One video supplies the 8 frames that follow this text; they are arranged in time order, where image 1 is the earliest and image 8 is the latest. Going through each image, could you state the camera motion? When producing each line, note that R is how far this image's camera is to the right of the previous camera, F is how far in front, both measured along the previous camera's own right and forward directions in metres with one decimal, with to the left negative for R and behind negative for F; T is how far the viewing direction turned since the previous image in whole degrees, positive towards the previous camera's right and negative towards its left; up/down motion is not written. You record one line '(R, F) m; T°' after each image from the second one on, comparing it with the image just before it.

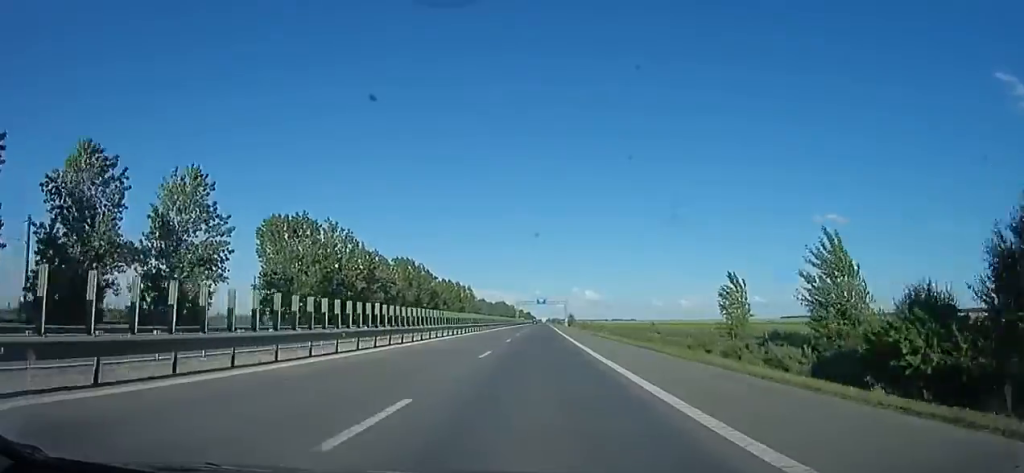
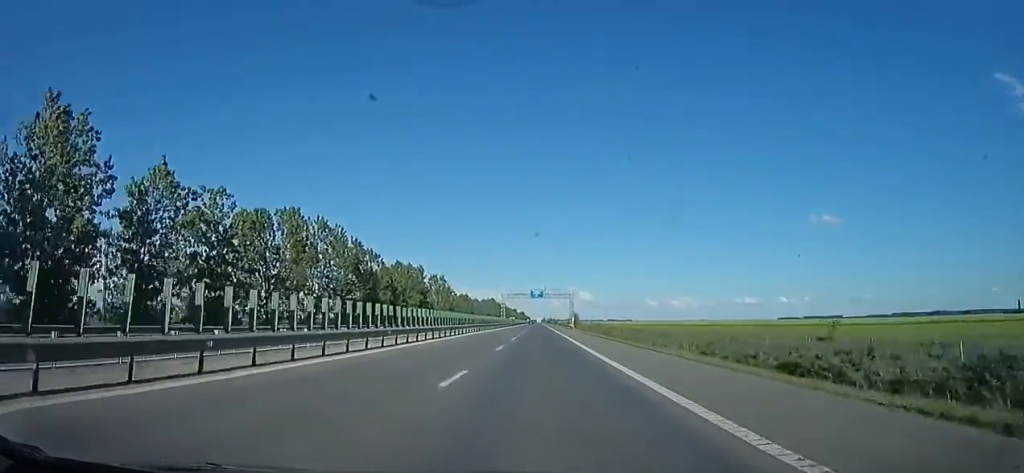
(0.0, +43.2) m; +1°
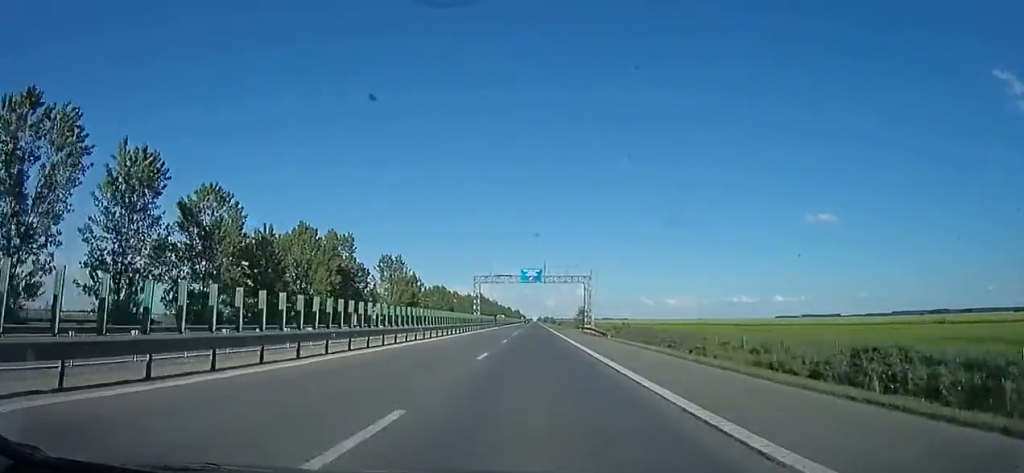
(+1.3, +41.4) m; +1°
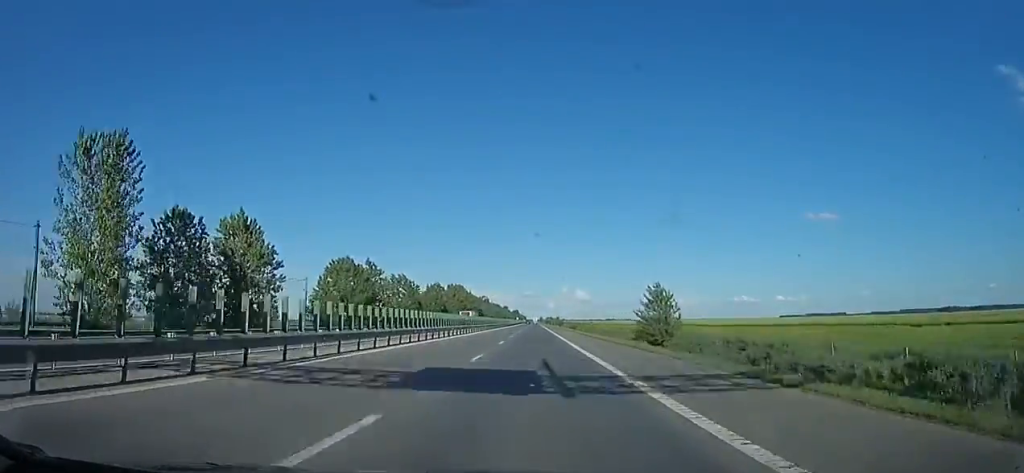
(+0.1, +72.5) m; 0°
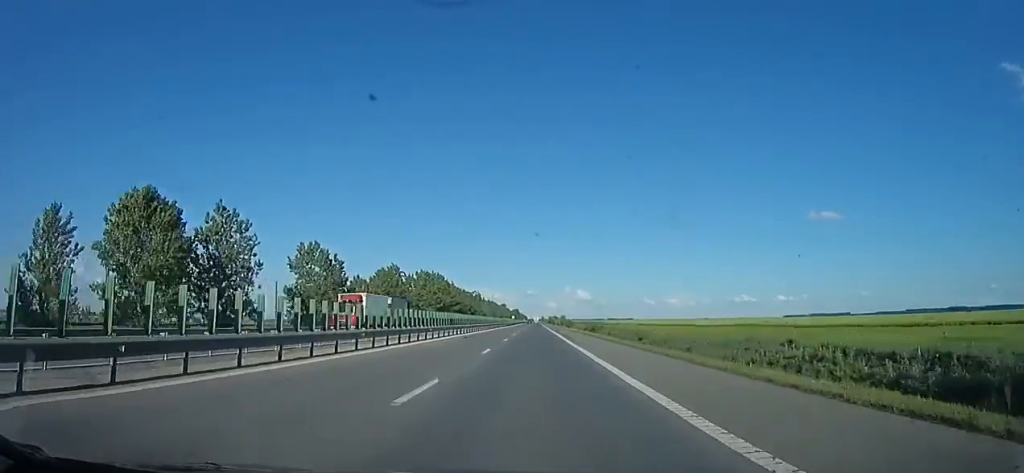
(-1.2, +44.1) m; -2°
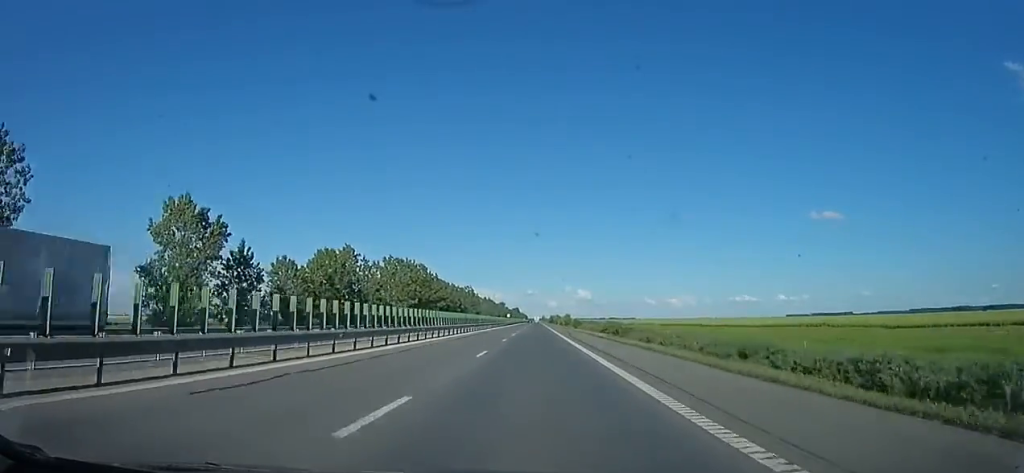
(+0.1, +26.0) m; +2°
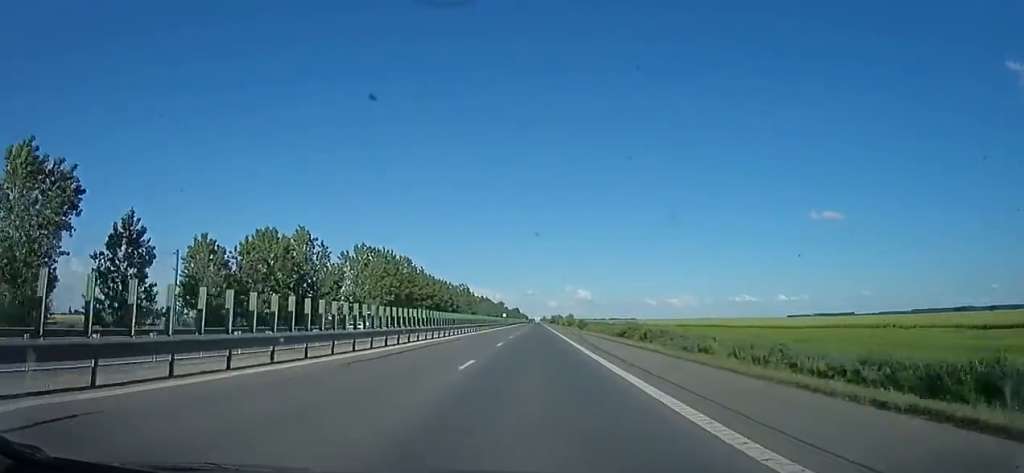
(+0.1, +16.0) m; +1°
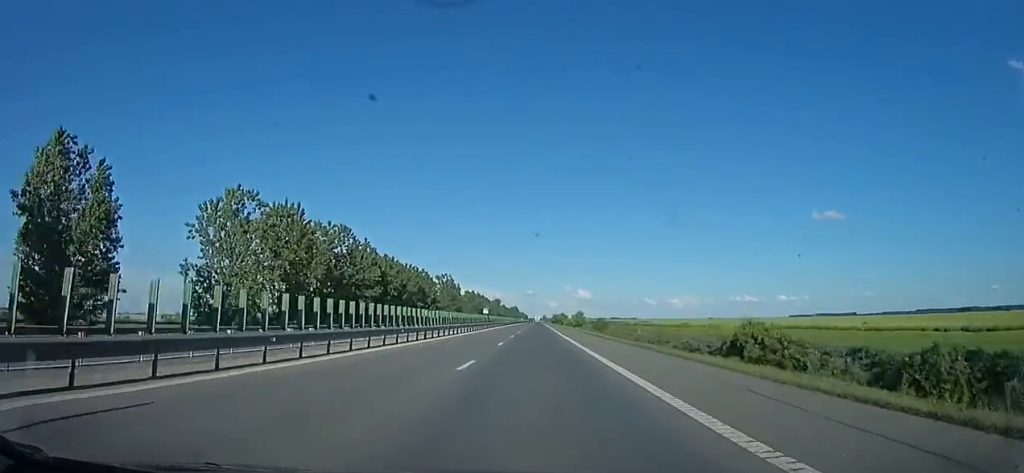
(+0.7, +36.4) m; 0°
